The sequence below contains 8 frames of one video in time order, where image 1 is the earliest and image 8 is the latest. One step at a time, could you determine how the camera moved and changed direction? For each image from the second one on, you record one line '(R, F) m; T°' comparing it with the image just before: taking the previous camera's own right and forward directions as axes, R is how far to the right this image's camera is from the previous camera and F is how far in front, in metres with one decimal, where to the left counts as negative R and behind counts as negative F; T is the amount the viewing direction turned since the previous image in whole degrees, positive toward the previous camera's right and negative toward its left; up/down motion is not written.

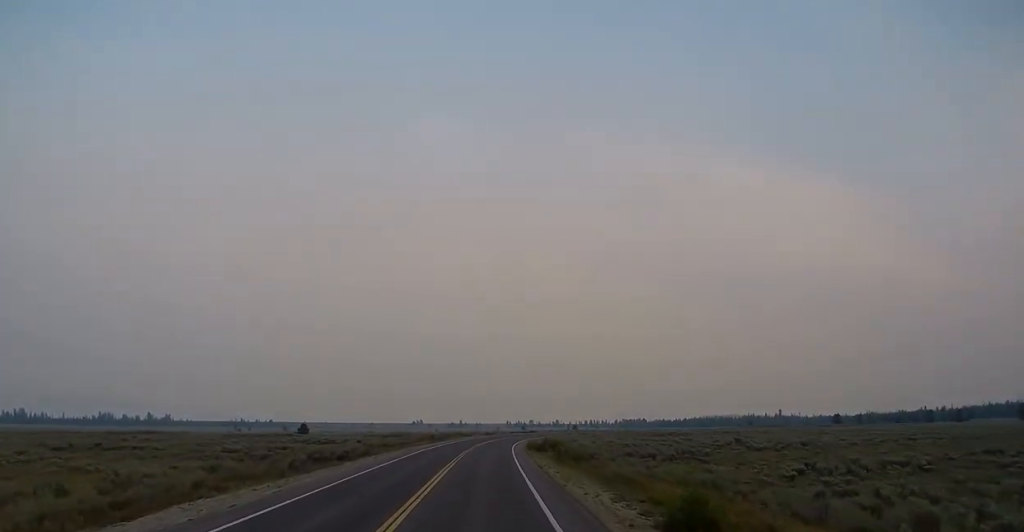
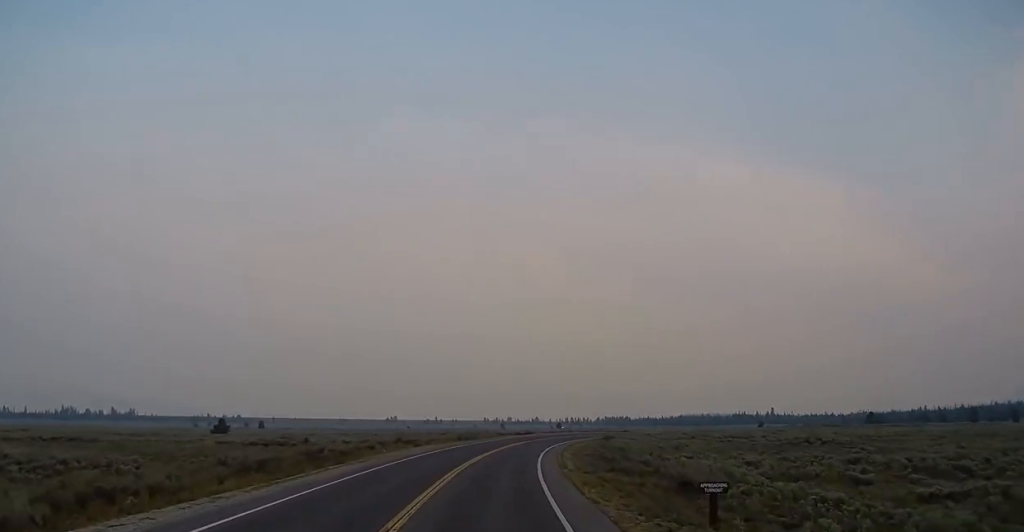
(+1.1, +54.2) m; +3°
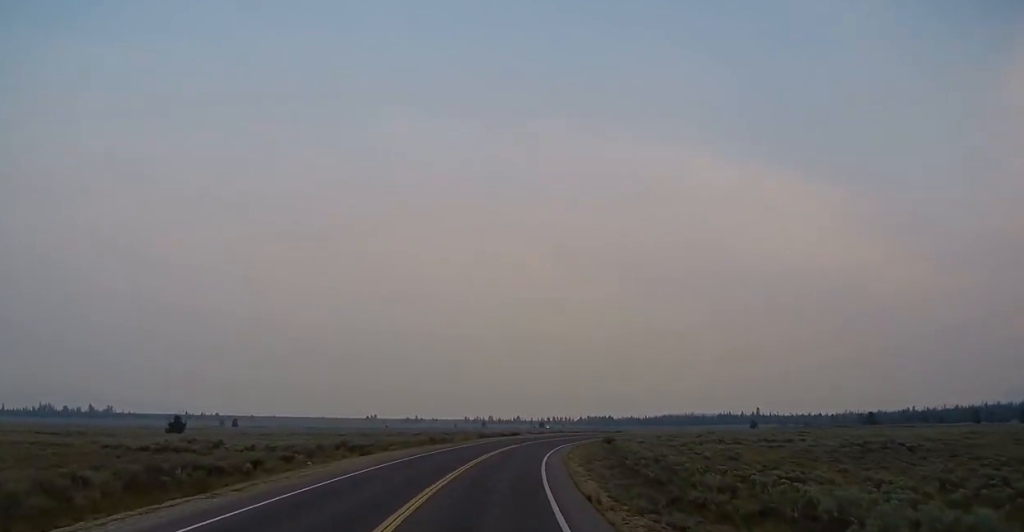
(-0.1, +15.9) m; +1°
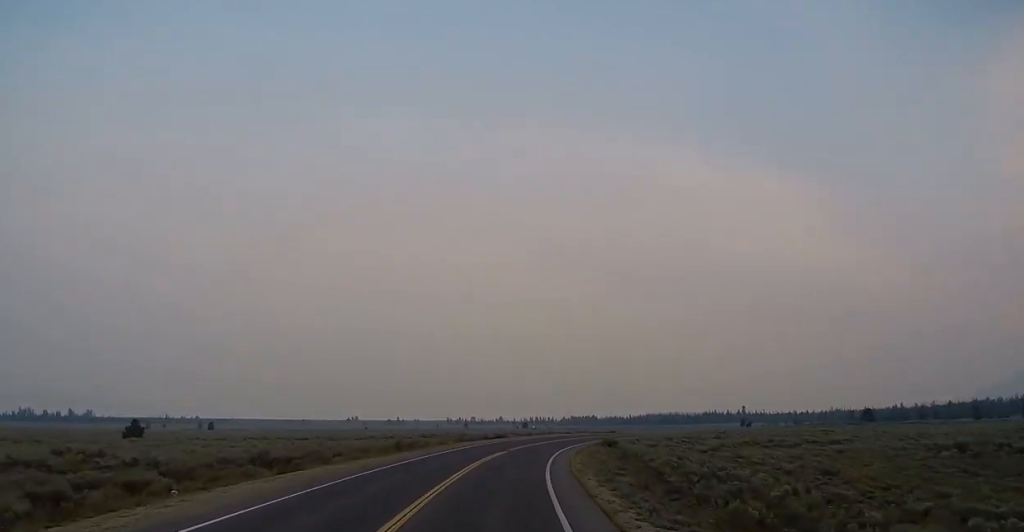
(+0.2, +12.1) m; +2°
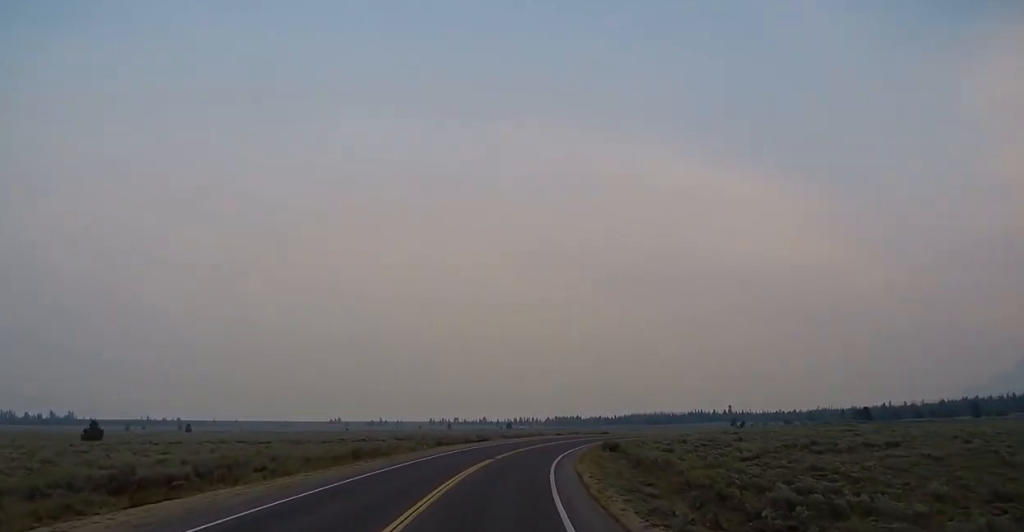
(-0.1, +10.5) m; +2°
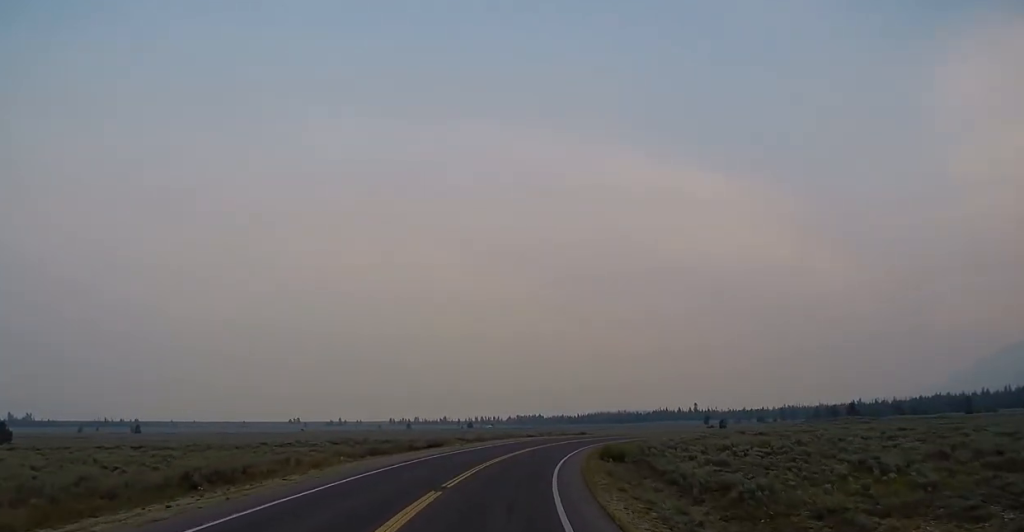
(+0.8, +18.8) m; +3°
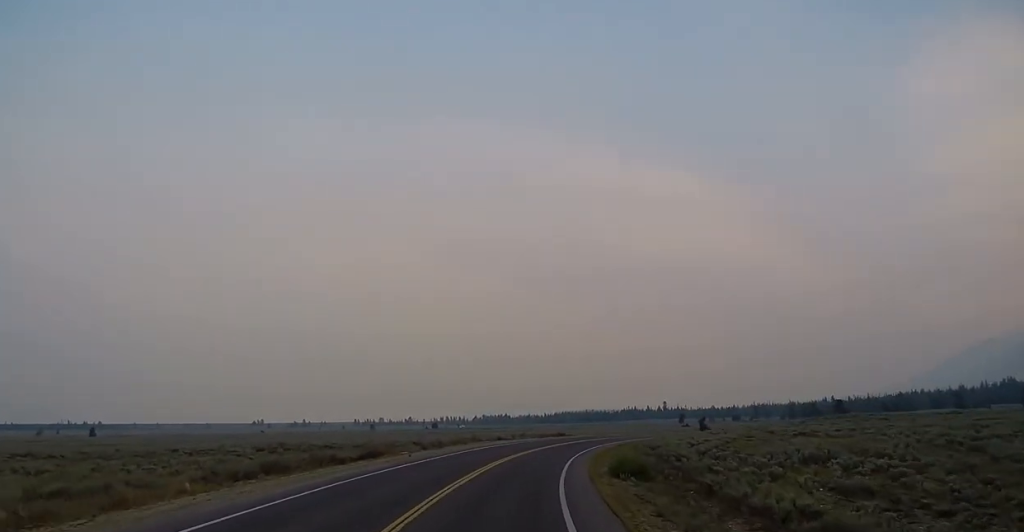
(+0.4, +16.0) m; +2°
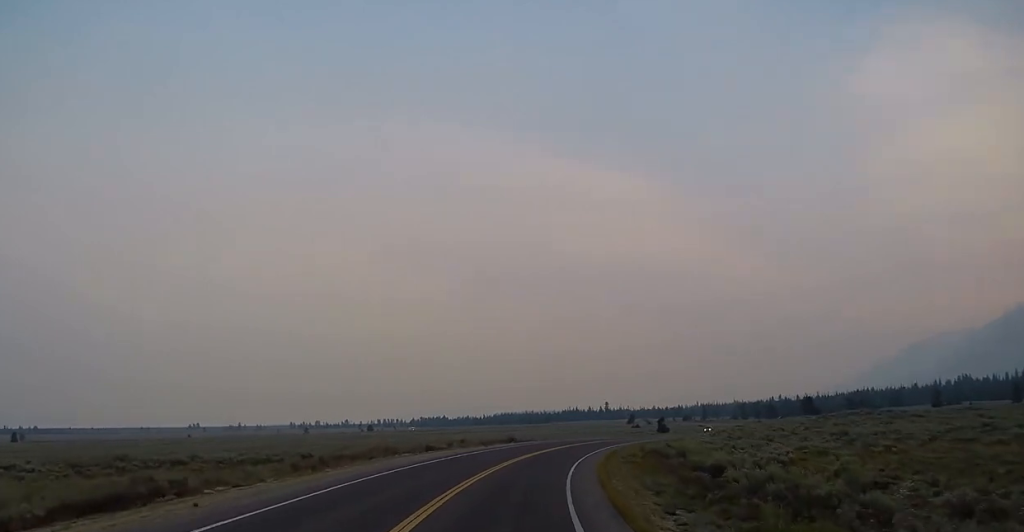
(+0.7, +23.4) m; +5°
